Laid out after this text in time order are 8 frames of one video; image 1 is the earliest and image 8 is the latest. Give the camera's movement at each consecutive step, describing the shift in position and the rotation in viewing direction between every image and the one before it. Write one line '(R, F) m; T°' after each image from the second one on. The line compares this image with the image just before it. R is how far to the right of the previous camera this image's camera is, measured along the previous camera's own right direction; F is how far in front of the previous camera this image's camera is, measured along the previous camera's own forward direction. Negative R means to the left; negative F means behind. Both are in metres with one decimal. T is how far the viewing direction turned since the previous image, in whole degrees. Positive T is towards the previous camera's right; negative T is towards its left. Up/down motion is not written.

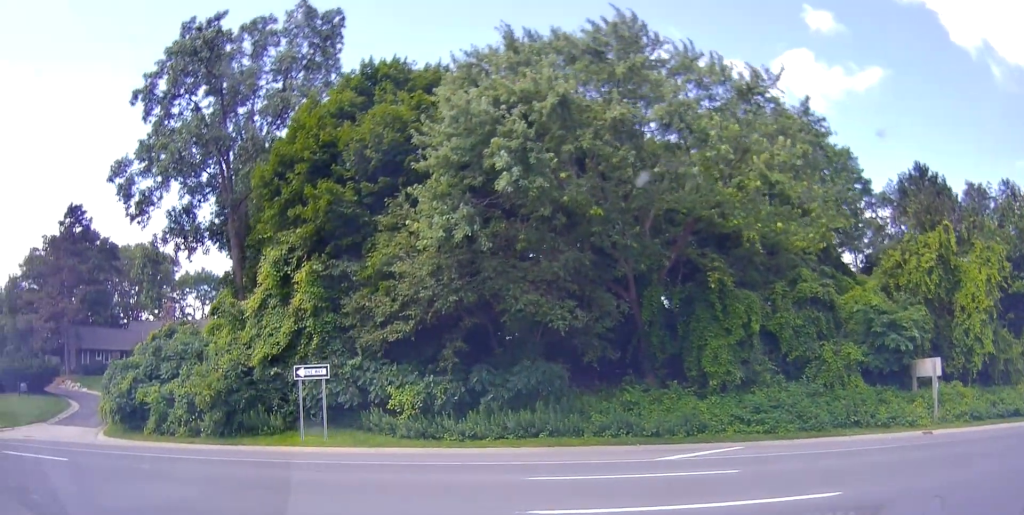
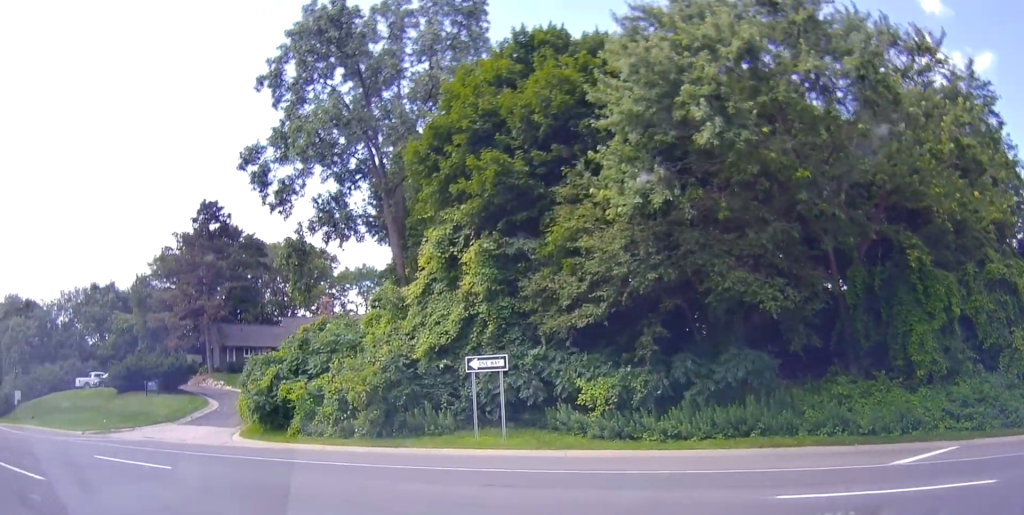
(-0.9, +3.3) m; -27°
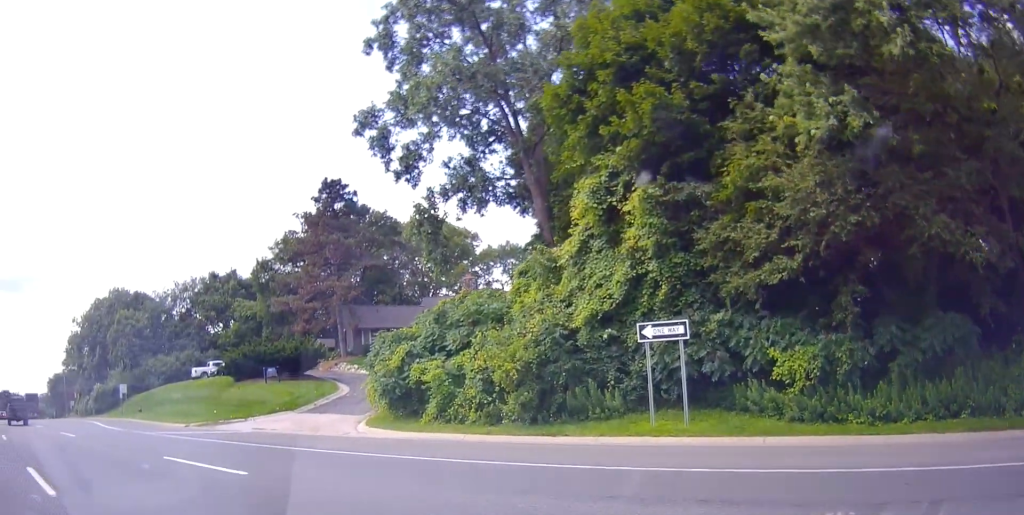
(+0.6, +2.3) m; -25°
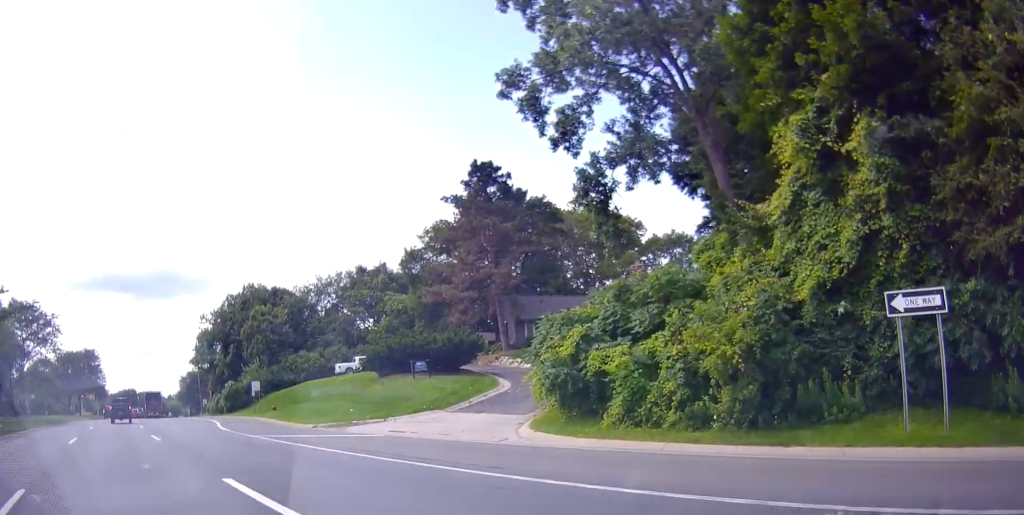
(-1.4, +2.4) m; -25°
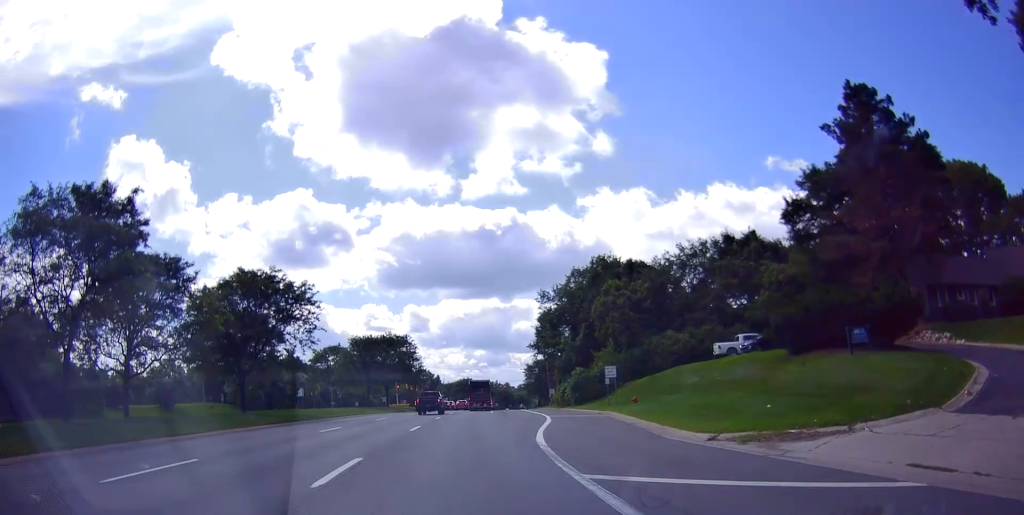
(-3.1, +8.5) m; -30°
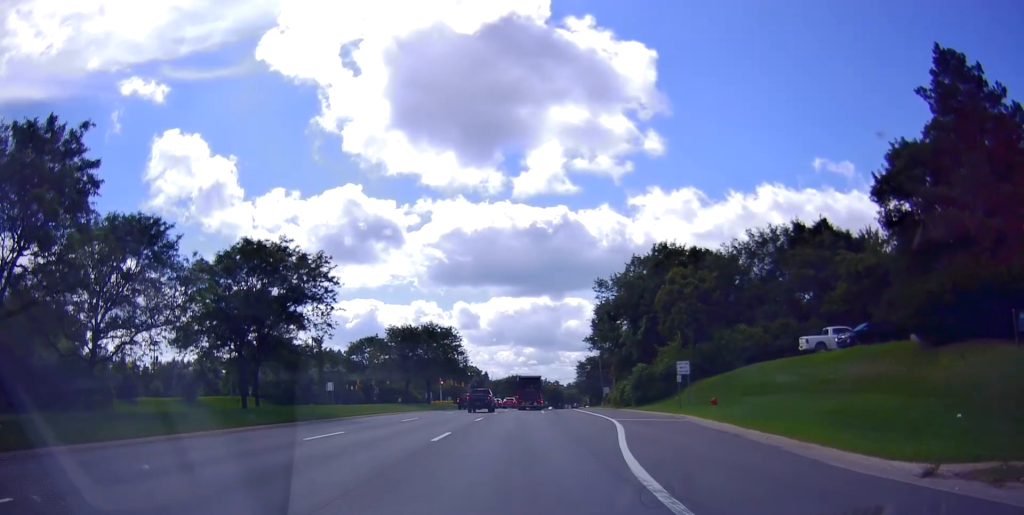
(-0.4, +6.1) m; -7°
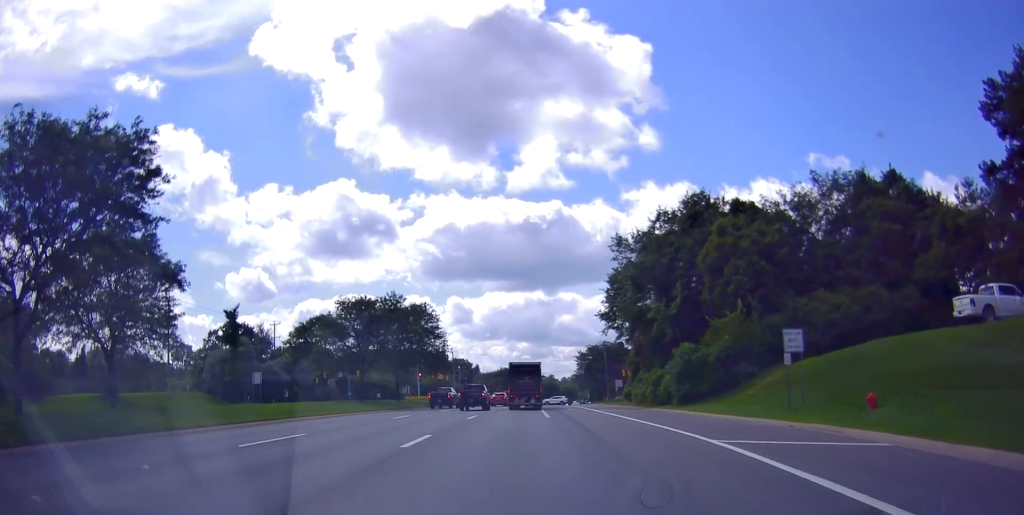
(-2.0, +17.2) m; -13°
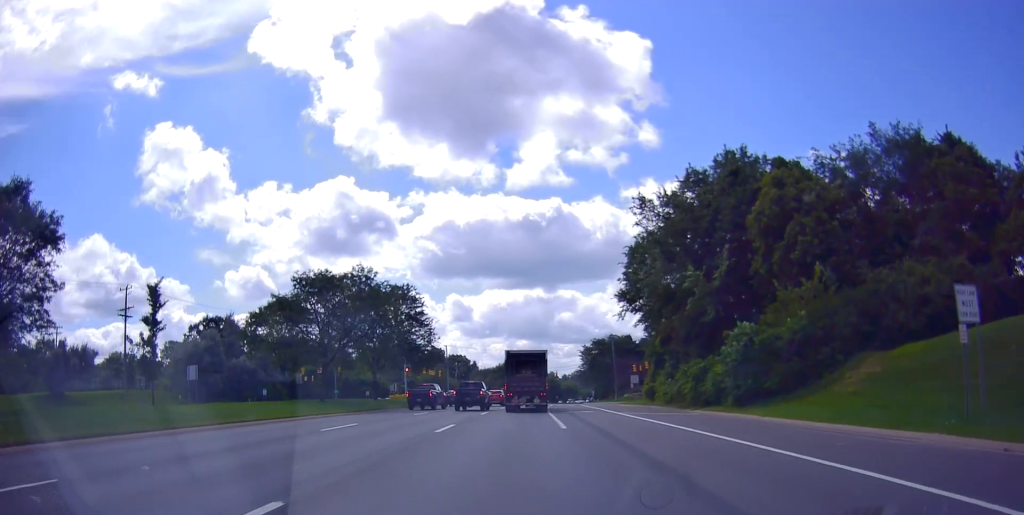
(-0.7, +11.0) m; -6°
